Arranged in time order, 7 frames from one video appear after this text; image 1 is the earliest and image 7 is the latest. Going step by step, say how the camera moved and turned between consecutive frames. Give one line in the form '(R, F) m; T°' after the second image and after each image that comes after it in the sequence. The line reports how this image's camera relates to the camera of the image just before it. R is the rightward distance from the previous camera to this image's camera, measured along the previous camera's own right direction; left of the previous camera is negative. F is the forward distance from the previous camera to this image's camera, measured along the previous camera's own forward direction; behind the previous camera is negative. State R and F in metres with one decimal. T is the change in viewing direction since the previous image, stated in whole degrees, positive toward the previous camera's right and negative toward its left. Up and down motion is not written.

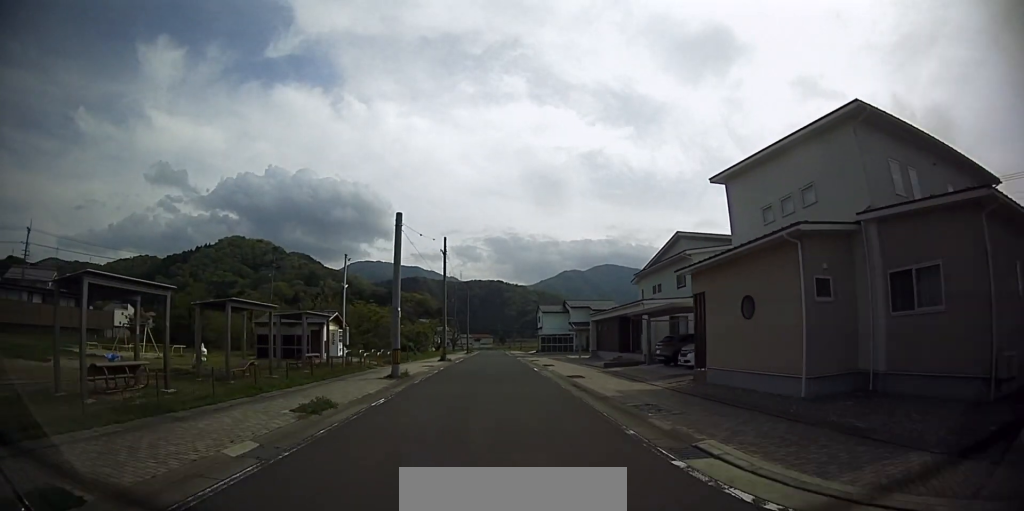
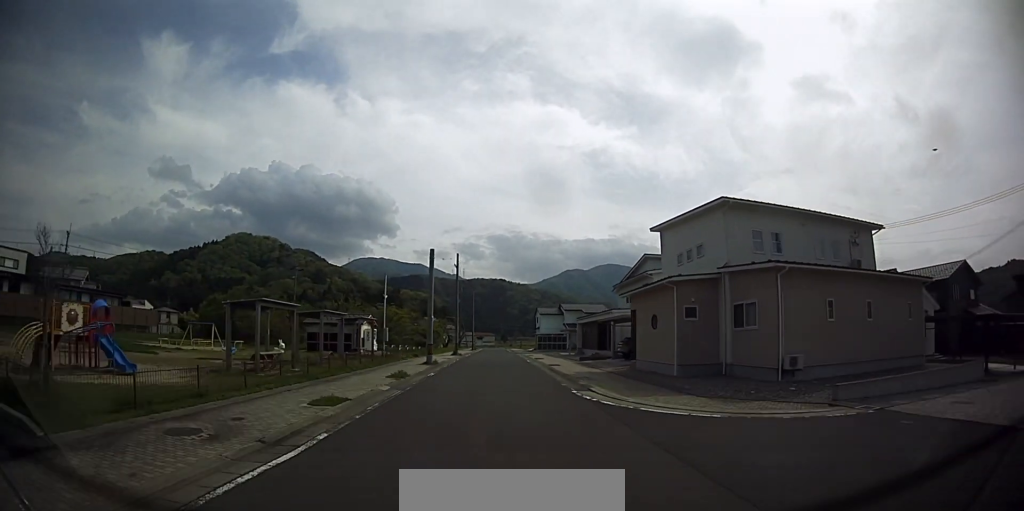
(+0.7, +6.8) m; +7°
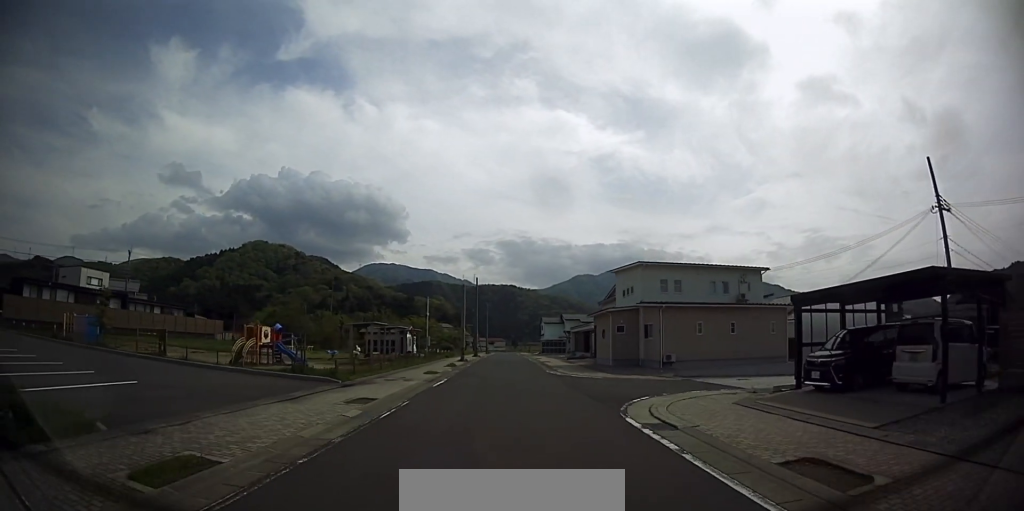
(+0.2, +11.0) m; -6°
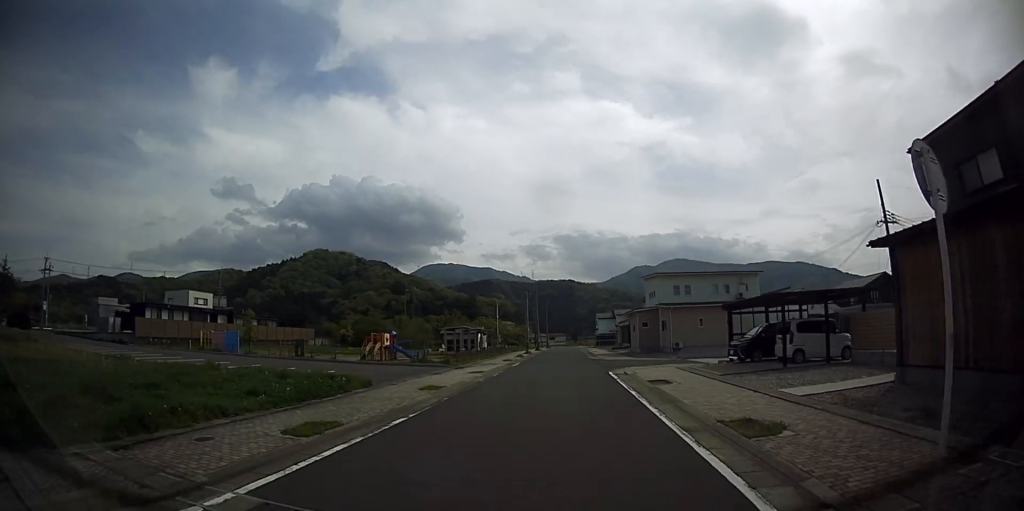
(-1.5, +9.2) m; -15°
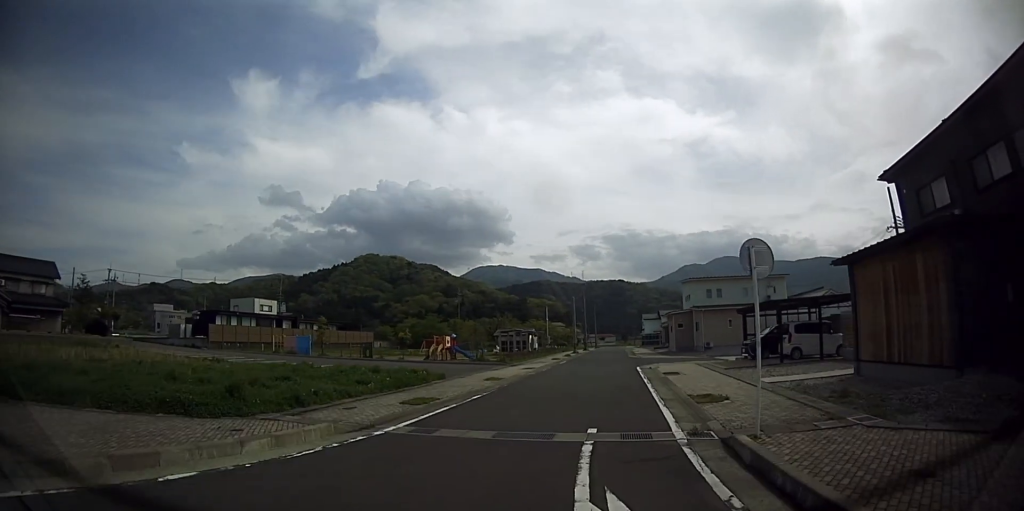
(0.0, +4.2) m; 0°
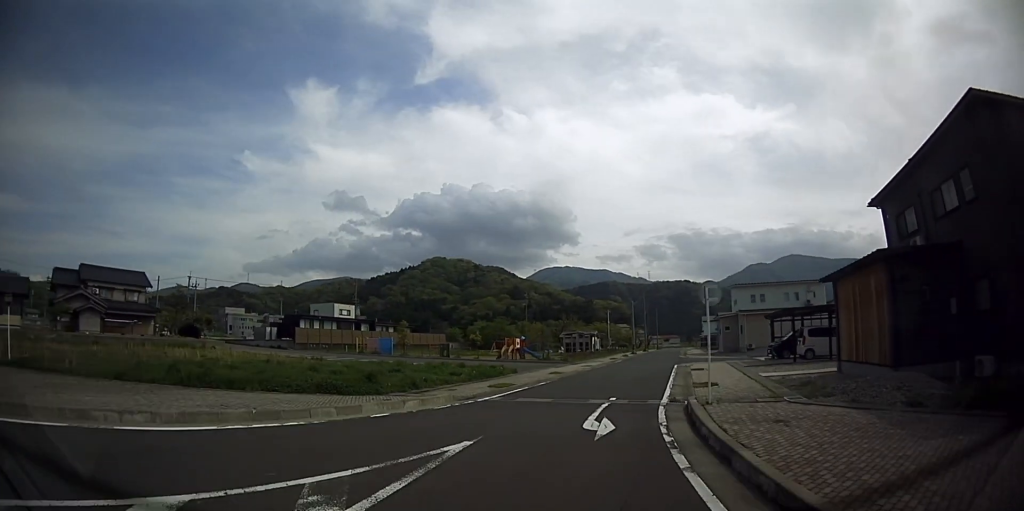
(0.0, +5.0) m; -4°
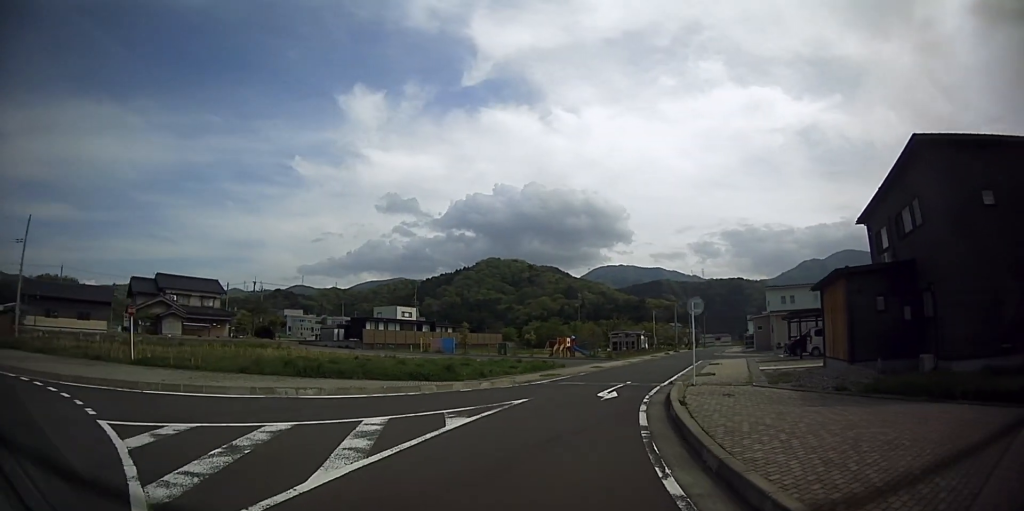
(-0.2, +4.7) m; -6°
